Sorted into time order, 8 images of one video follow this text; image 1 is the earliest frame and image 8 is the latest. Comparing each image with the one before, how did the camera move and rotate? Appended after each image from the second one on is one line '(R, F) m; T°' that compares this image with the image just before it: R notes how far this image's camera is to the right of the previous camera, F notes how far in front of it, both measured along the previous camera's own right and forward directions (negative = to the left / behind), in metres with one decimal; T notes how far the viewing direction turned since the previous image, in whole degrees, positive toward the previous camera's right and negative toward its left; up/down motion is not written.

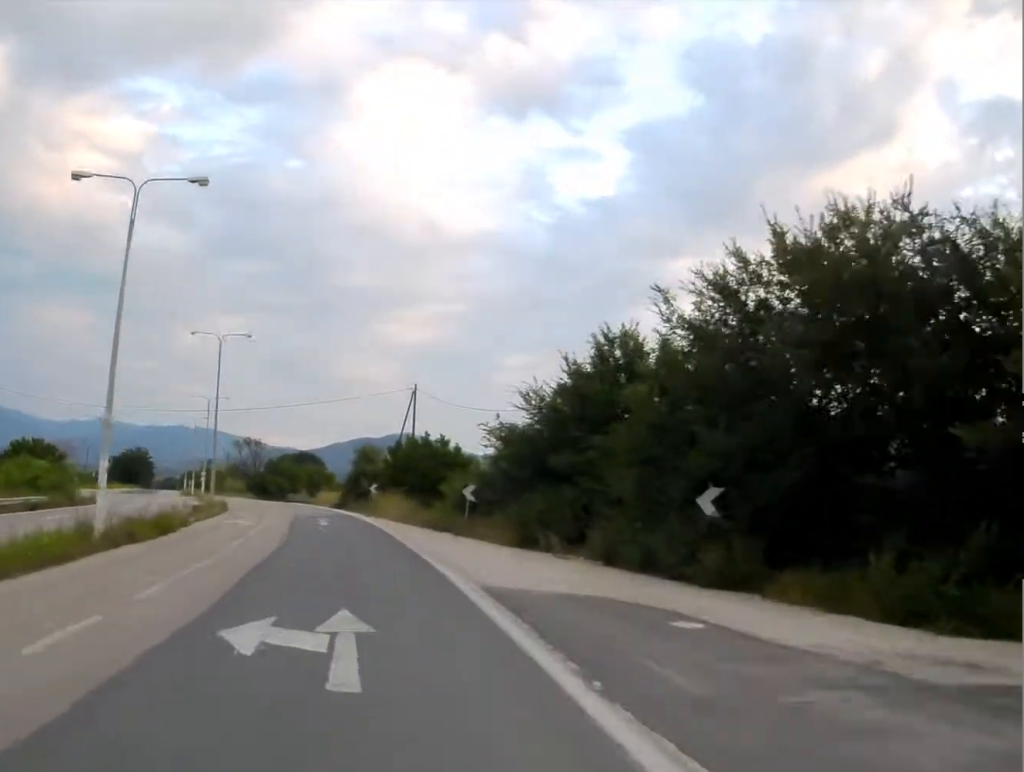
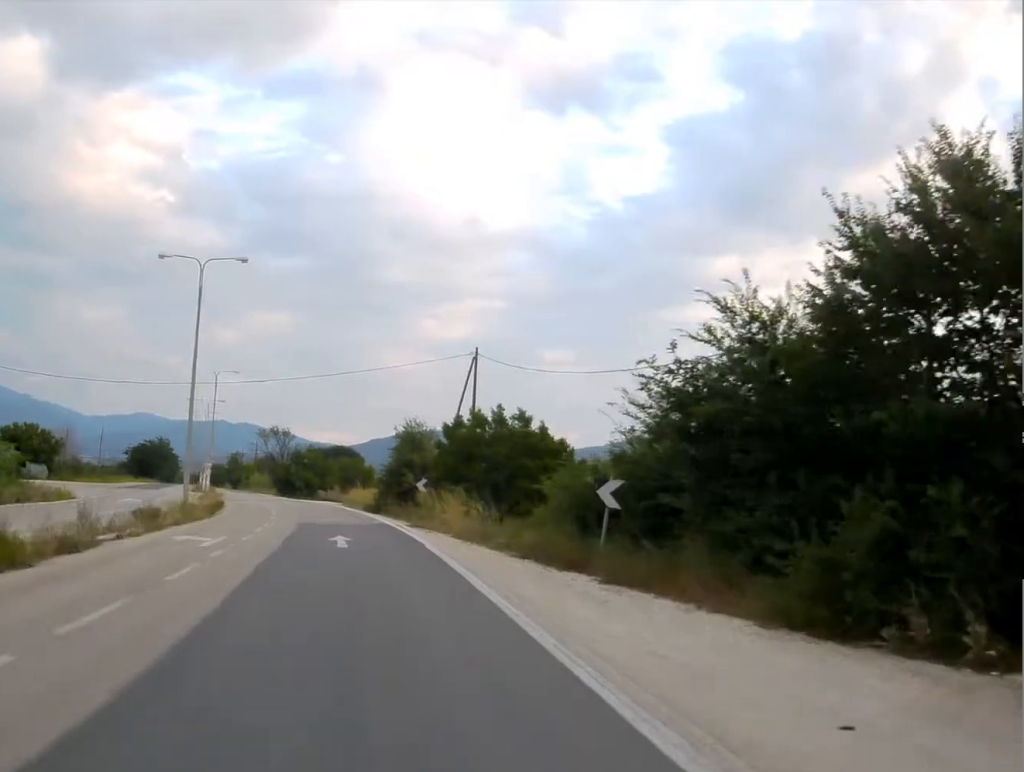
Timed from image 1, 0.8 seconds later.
(-0.5, +15.7) m; -2°
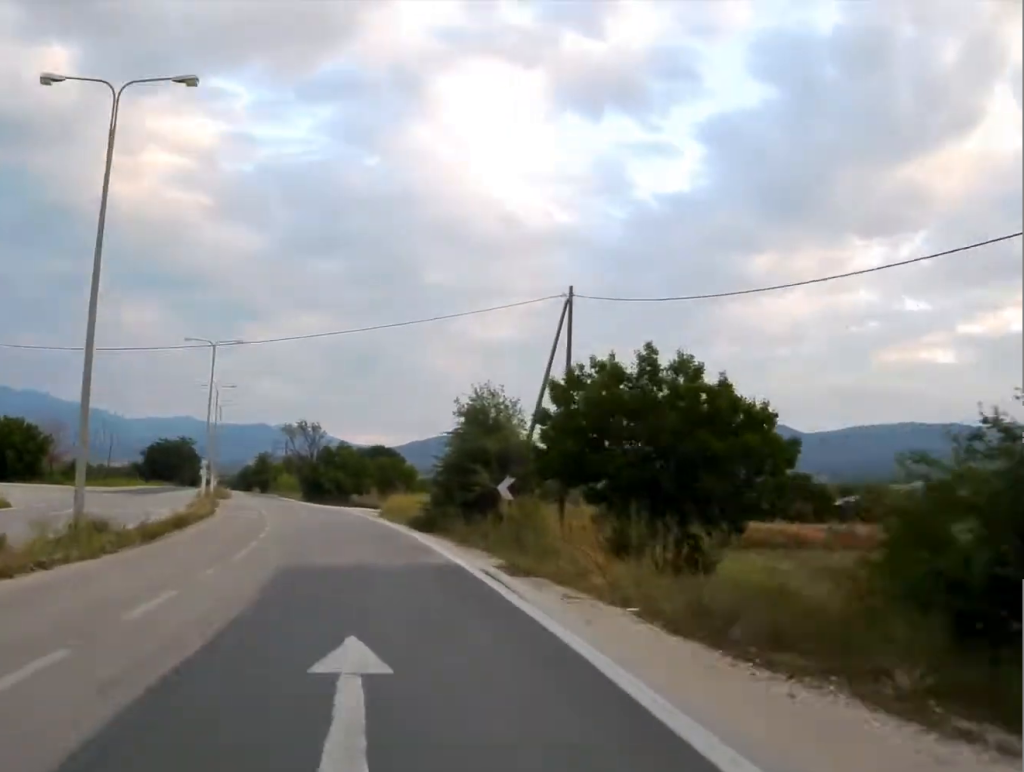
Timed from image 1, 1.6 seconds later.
(-0.3, +16.5) m; -1°
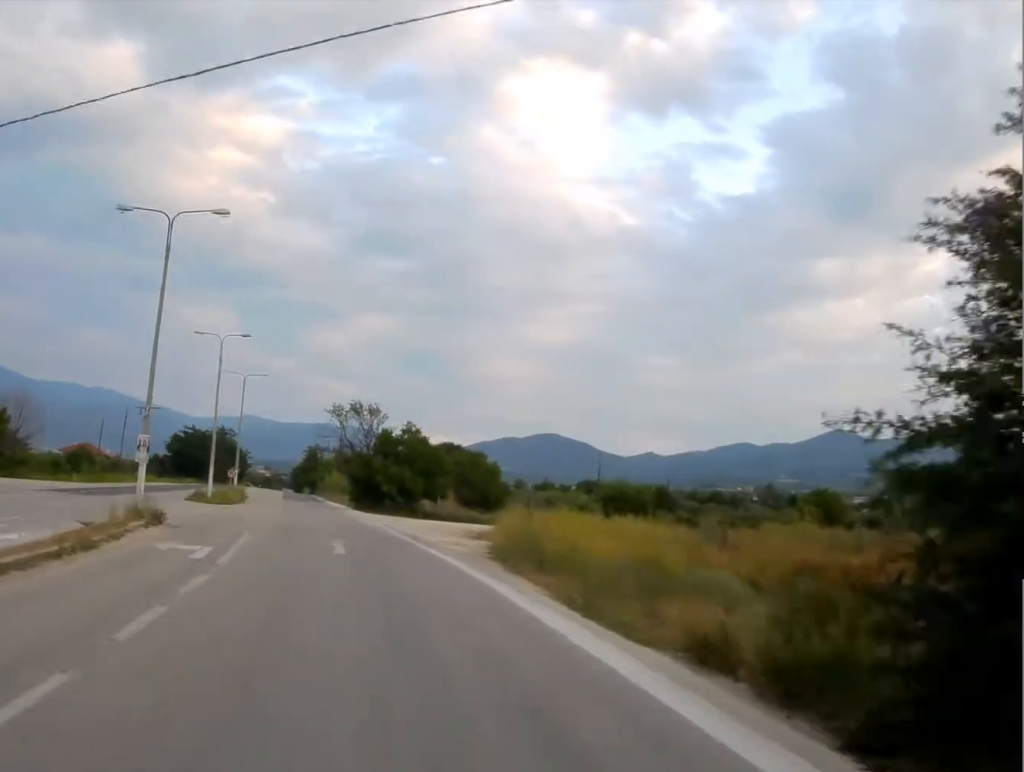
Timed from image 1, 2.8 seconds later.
(-0.3, +27.9) m; -4°
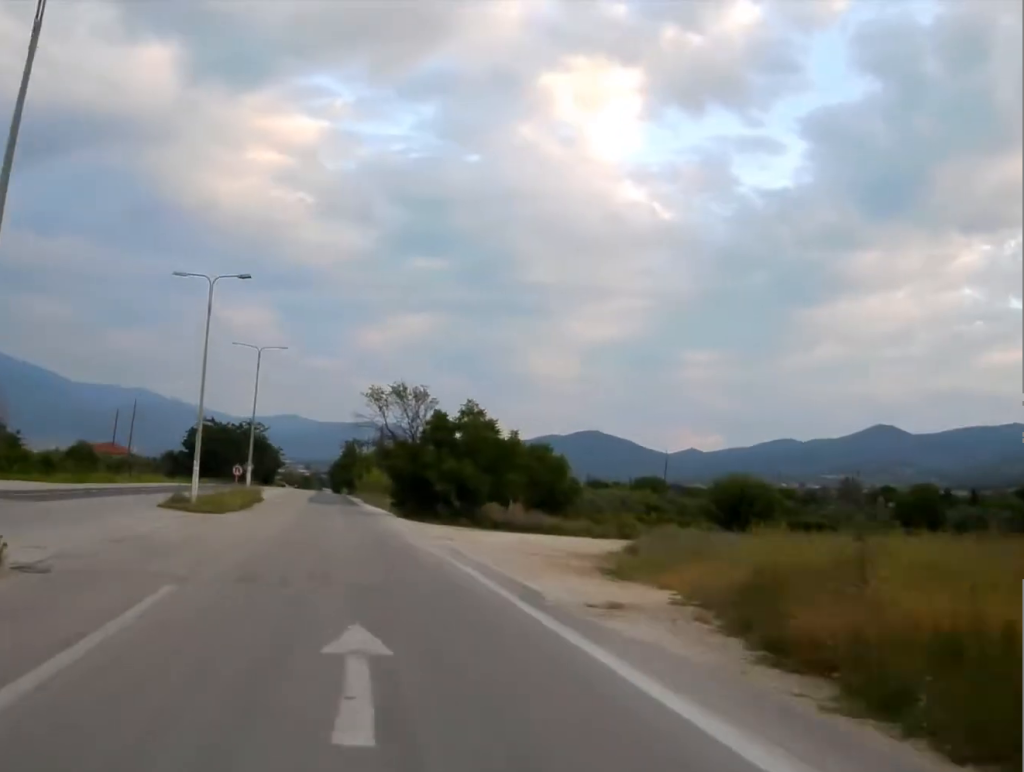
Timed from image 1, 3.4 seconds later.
(-0.6, +15.1) m; -3°
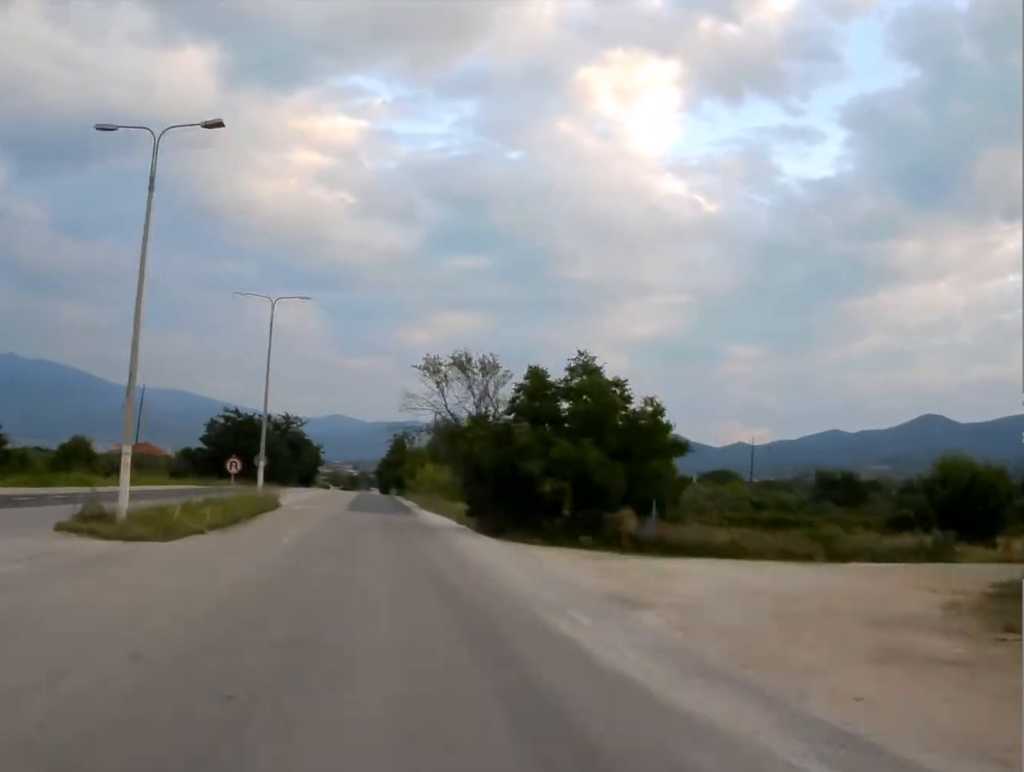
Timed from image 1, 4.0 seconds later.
(-0.5, +16.2) m; -4°
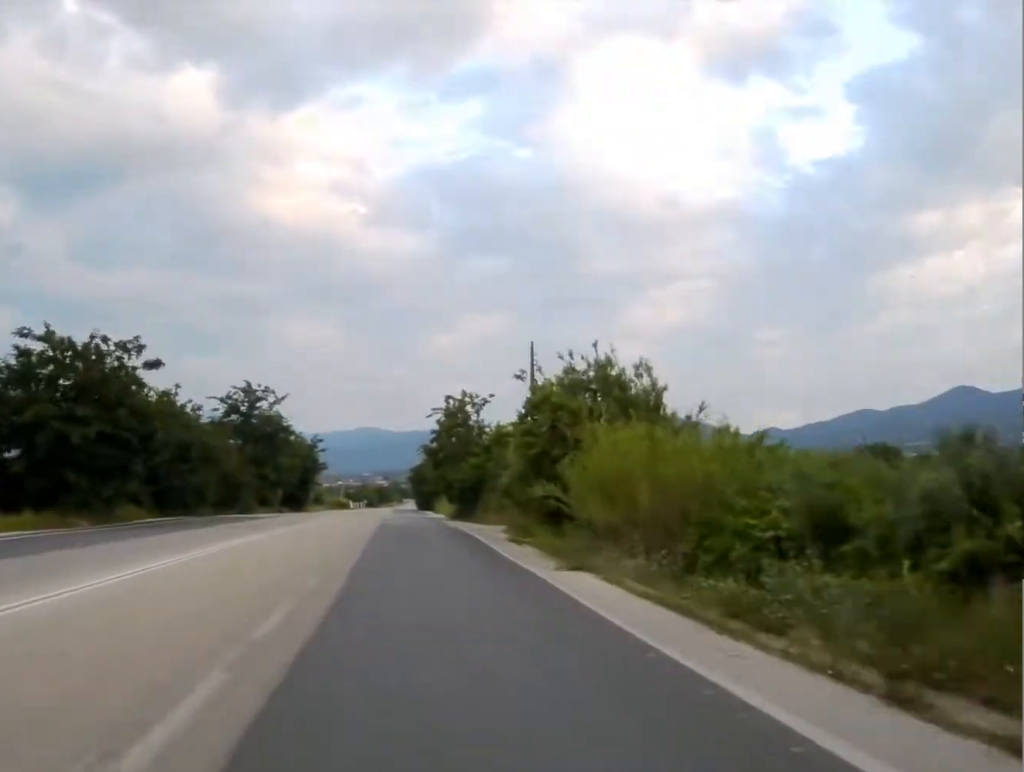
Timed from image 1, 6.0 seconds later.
(-2.2, +55.8) m; -2°
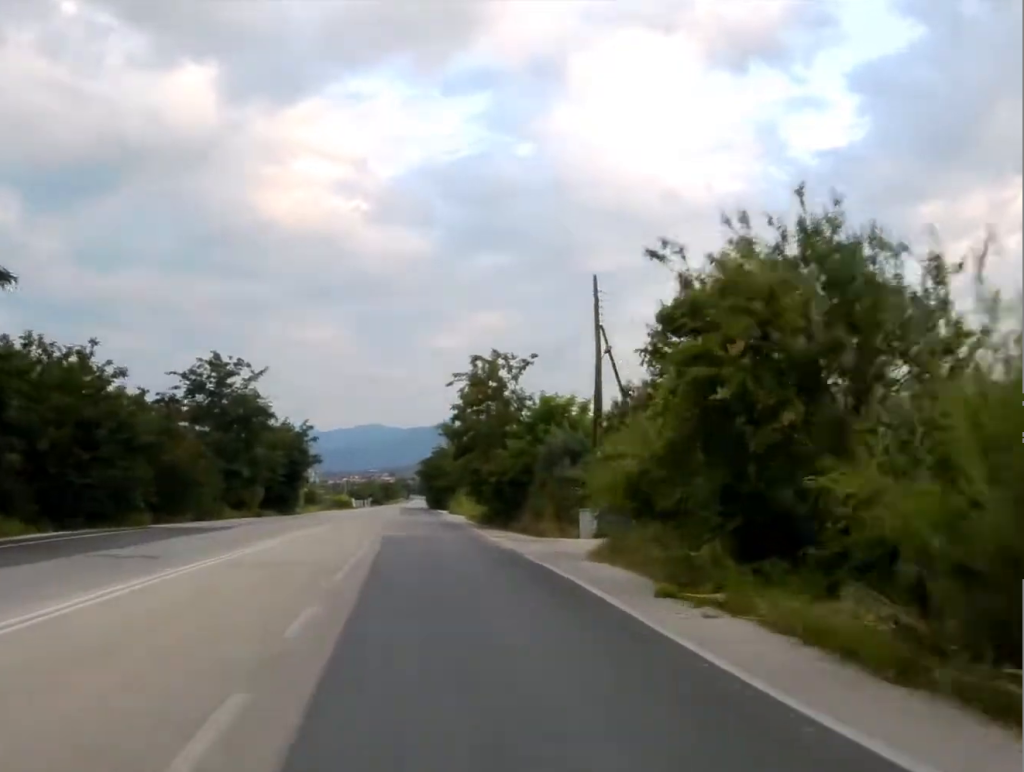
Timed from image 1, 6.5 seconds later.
(0.0, +15.9) m; 0°
